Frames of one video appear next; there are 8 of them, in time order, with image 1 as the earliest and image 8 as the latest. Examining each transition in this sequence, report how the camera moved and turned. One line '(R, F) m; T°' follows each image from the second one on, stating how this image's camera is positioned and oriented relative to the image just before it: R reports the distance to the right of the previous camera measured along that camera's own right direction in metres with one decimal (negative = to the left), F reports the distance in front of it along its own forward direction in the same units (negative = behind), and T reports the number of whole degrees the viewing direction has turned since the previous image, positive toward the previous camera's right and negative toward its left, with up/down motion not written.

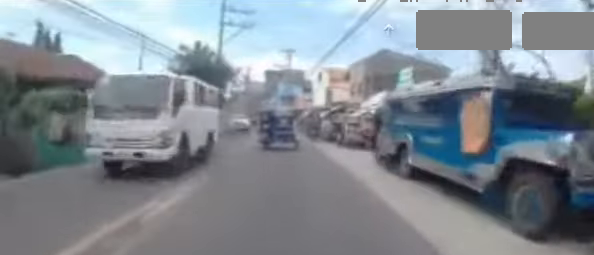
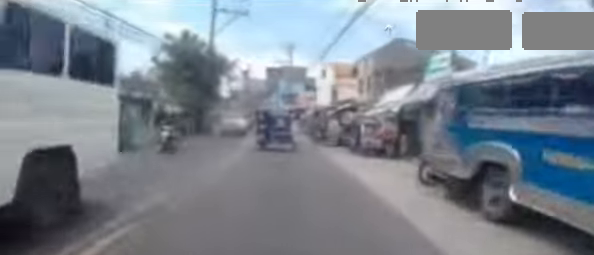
(+0.2, +3.1) m; +1°
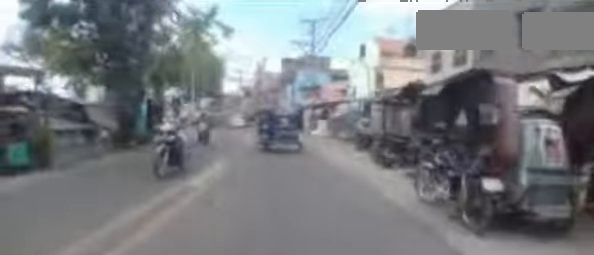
(-0.1, +13.5) m; +2°
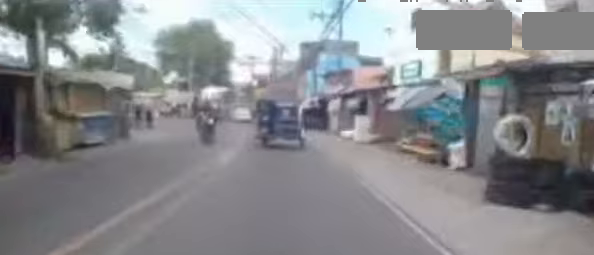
(+0.7, +8.3) m; +2°
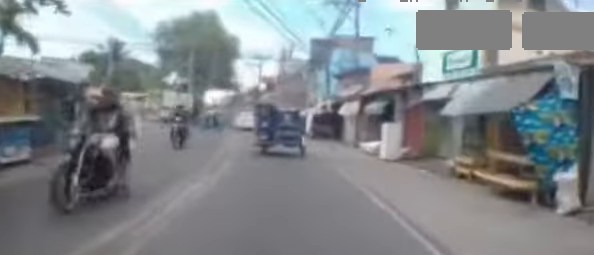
(-0.2, +3.5) m; -5°
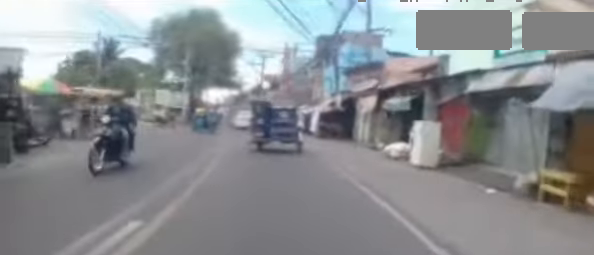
(-0.3, +2.7) m; -6°
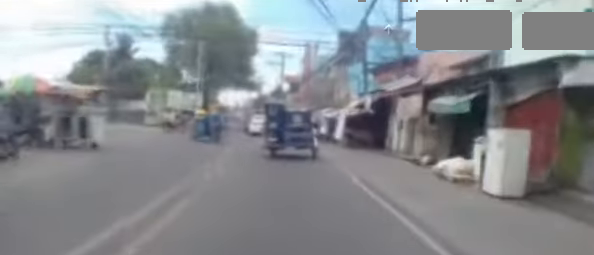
(-0.1, +2.8) m; 0°
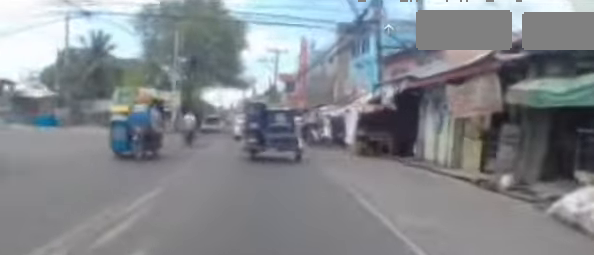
(+0.1, +4.2) m; +3°
